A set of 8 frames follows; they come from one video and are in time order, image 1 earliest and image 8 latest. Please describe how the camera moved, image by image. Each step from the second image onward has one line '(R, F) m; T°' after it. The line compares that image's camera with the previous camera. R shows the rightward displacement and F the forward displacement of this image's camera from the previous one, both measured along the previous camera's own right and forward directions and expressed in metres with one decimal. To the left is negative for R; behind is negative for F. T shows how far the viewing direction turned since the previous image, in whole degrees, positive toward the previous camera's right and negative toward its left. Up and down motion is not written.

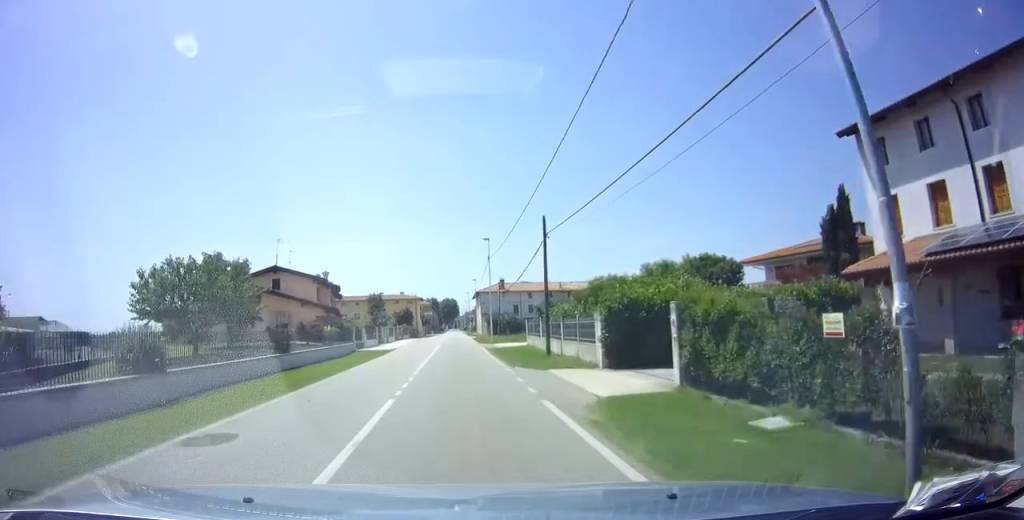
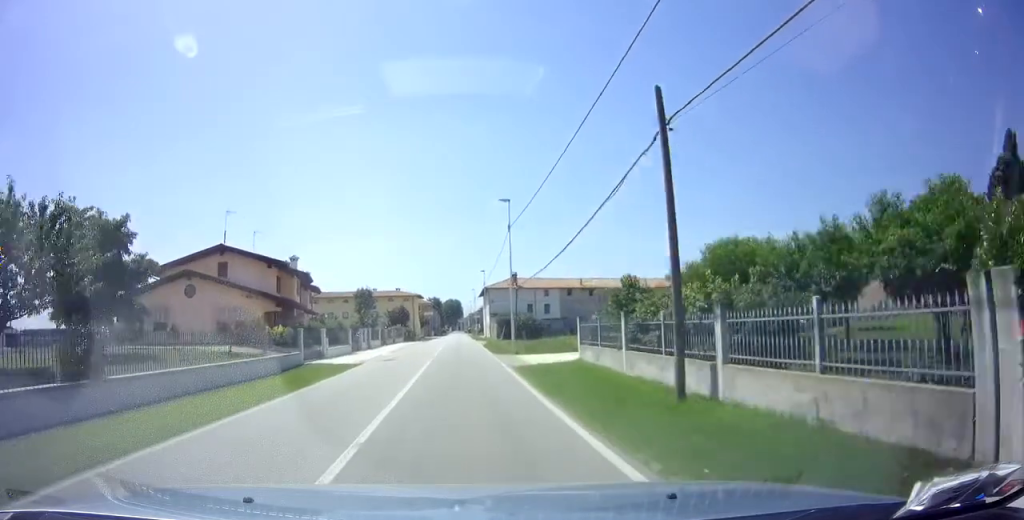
(-0.2, +13.9) m; -1°
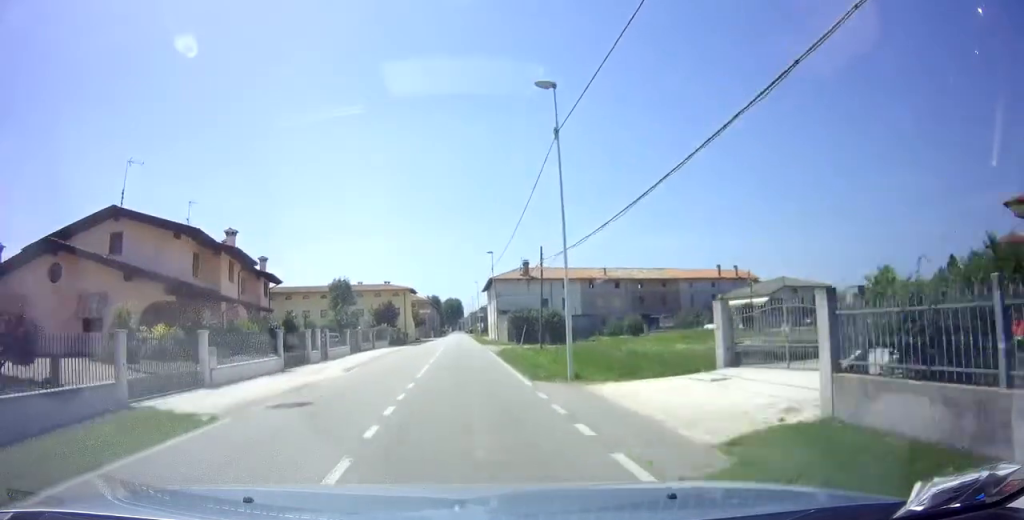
(+0.1, +14.4) m; +1°
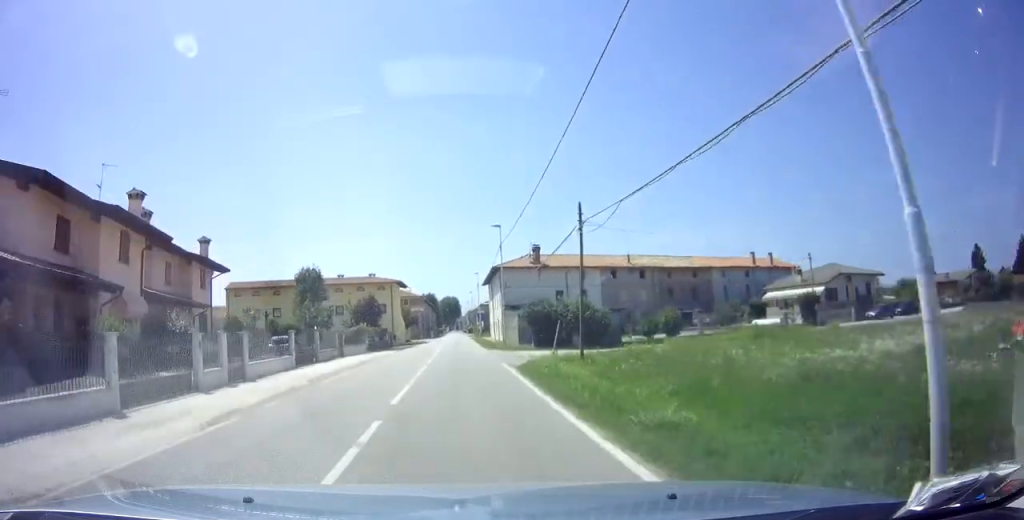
(+0.1, +11.5) m; 0°
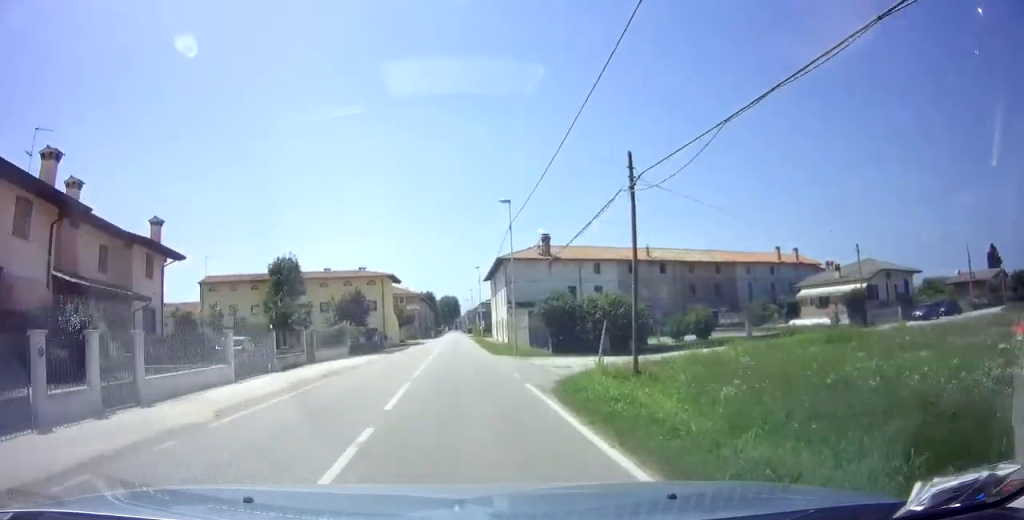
(+0.1, +7.2) m; -1°
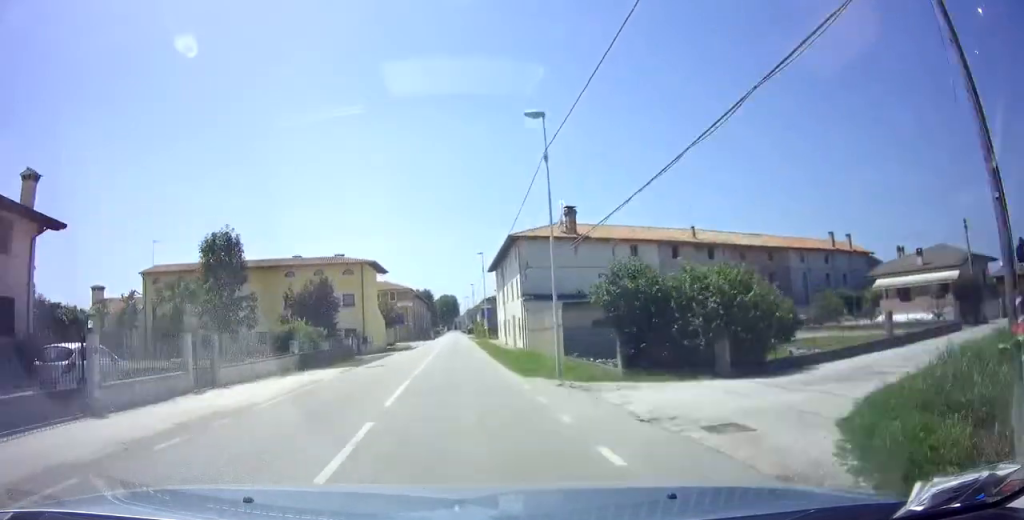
(-0.3, +11.5) m; 0°
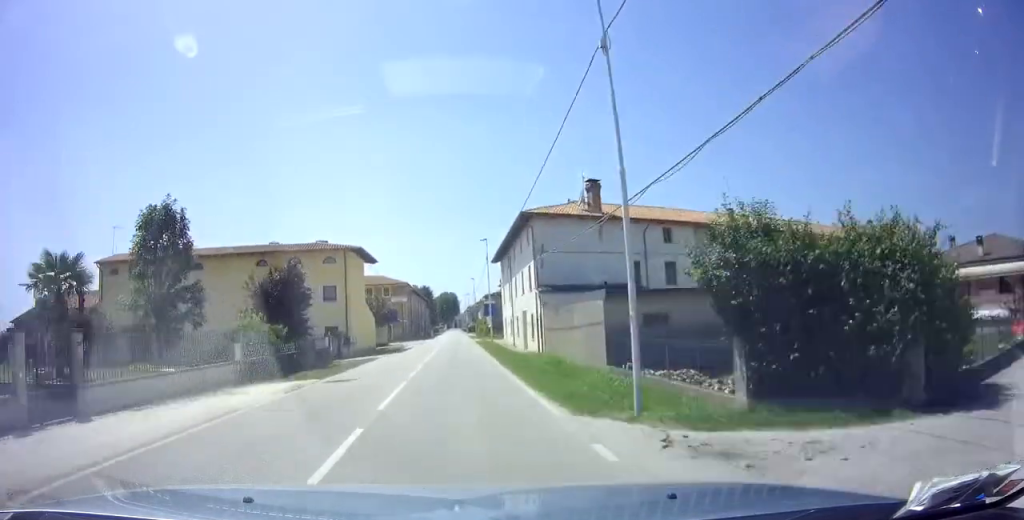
(0.0, +6.7) m; 0°
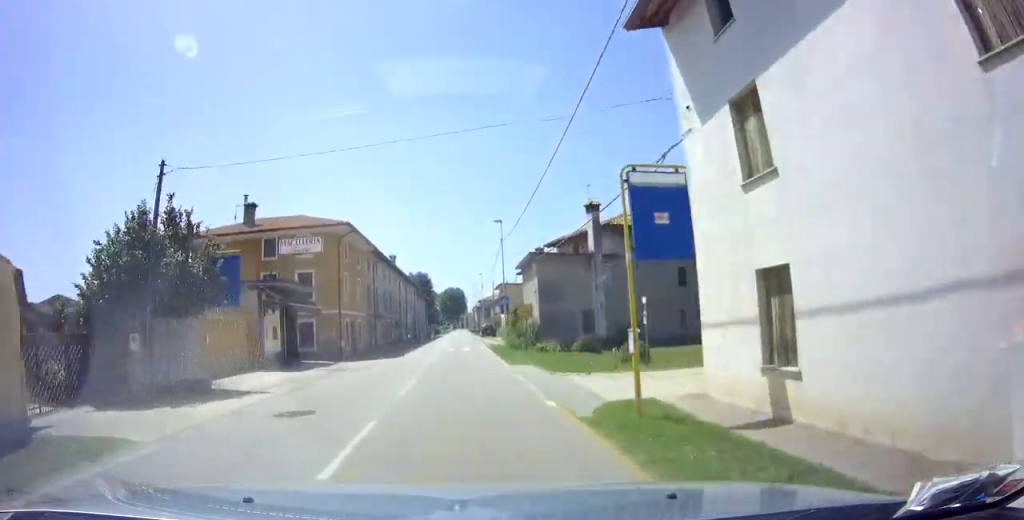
(+0.2, +42.0) m; 0°
